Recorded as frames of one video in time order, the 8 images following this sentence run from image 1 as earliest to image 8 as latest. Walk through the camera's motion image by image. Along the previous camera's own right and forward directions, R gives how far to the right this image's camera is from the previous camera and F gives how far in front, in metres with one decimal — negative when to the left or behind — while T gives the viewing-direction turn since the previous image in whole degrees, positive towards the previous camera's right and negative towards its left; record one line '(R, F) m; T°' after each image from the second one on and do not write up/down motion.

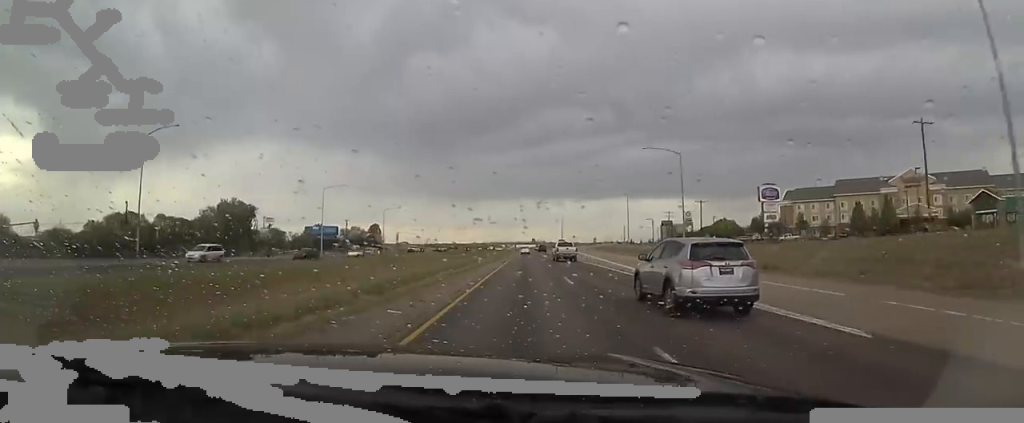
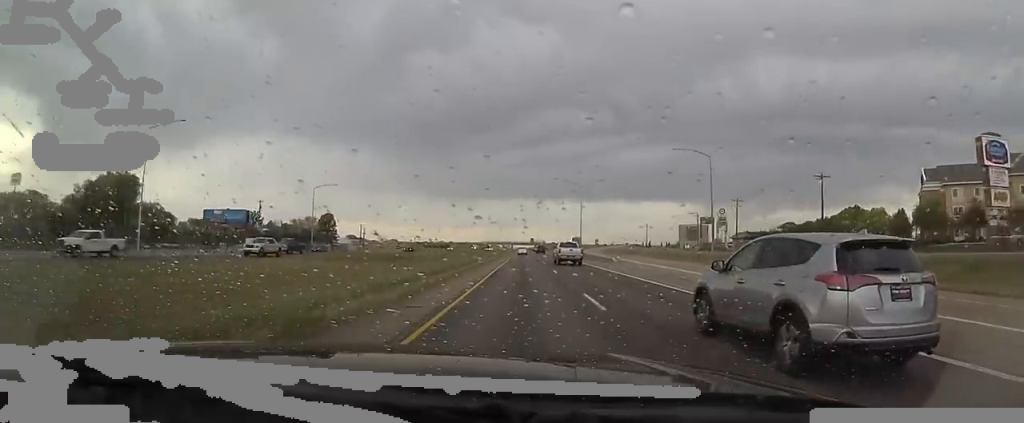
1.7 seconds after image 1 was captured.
(+0.3, +51.2) m; 0°
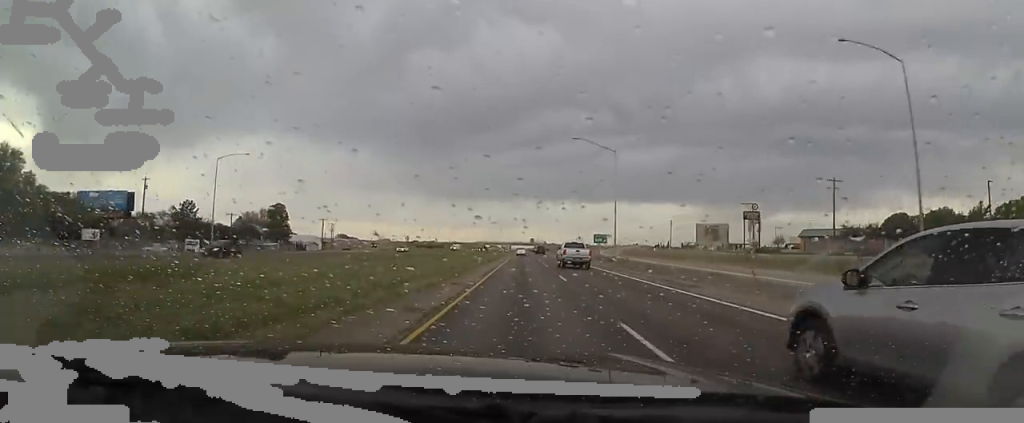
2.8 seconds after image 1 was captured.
(-0.5, +34.9) m; 0°
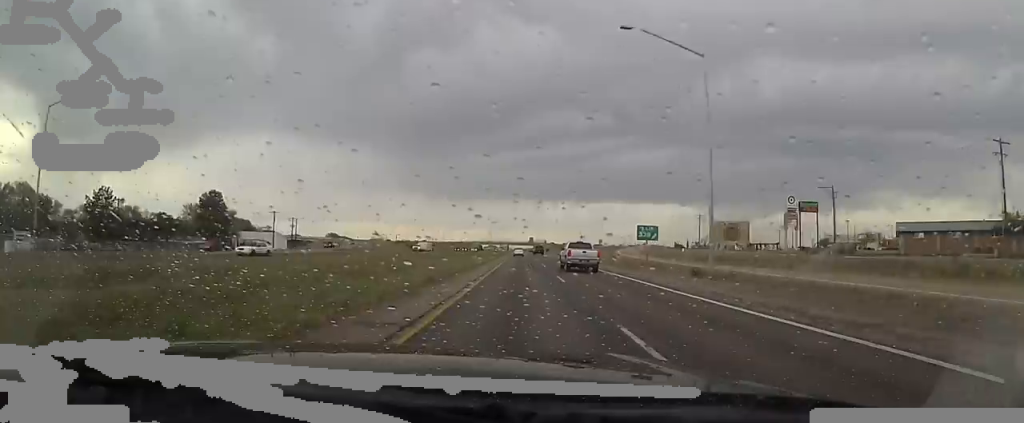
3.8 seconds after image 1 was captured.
(+0.6, +30.4) m; 0°
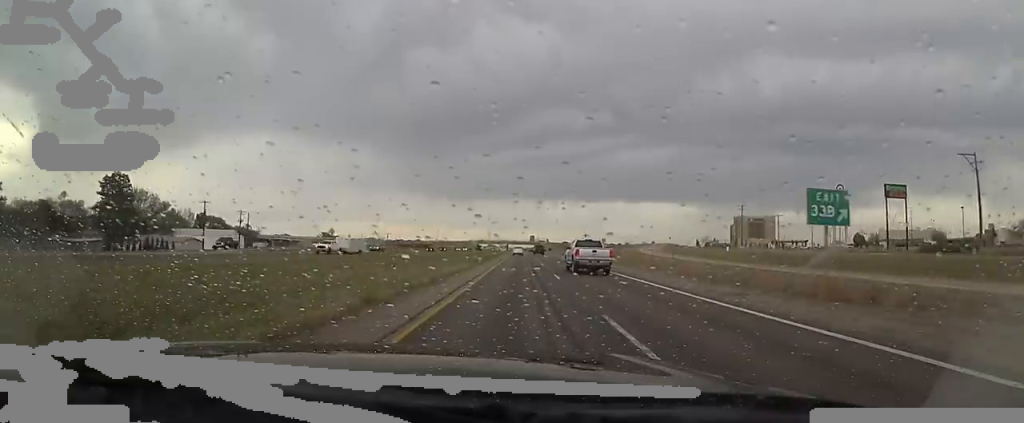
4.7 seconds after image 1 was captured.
(-0.5, +29.5) m; +1°
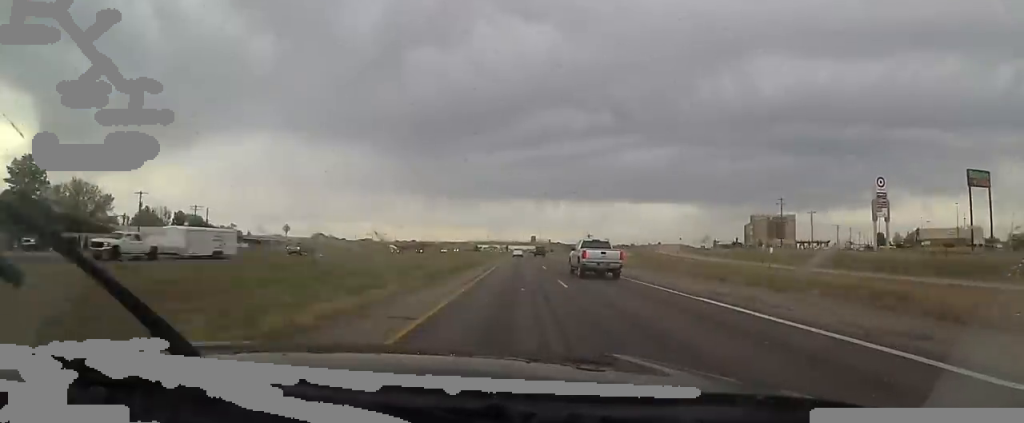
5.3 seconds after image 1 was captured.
(+0.1, +18.9) m; 0°
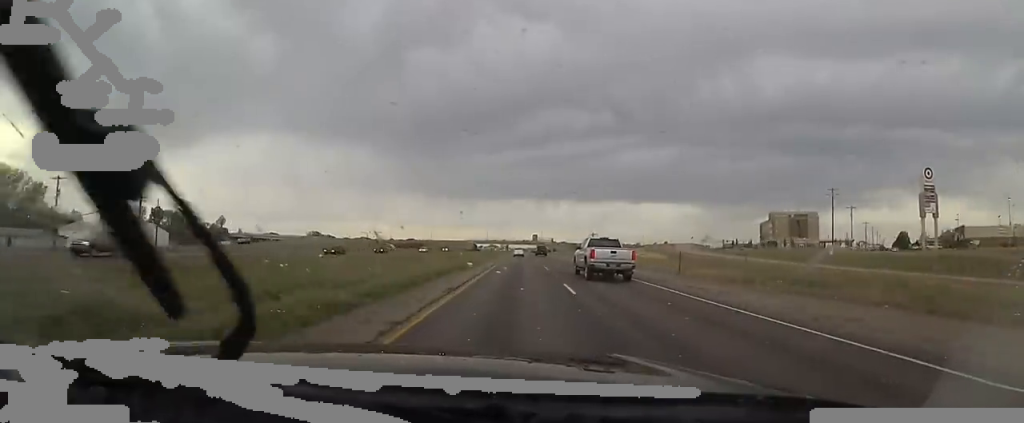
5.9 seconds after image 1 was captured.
(+1.1, +17.9) m; 0°
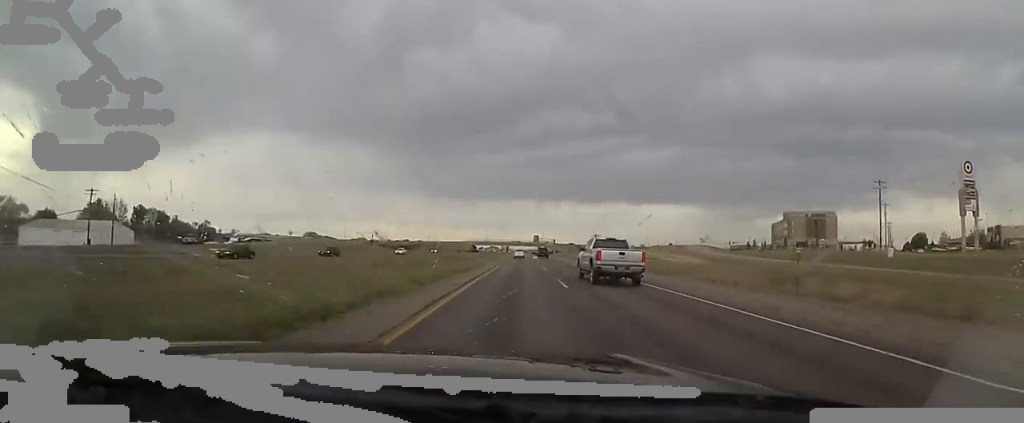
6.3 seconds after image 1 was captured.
(-0.2, +12.6) m; -1°
